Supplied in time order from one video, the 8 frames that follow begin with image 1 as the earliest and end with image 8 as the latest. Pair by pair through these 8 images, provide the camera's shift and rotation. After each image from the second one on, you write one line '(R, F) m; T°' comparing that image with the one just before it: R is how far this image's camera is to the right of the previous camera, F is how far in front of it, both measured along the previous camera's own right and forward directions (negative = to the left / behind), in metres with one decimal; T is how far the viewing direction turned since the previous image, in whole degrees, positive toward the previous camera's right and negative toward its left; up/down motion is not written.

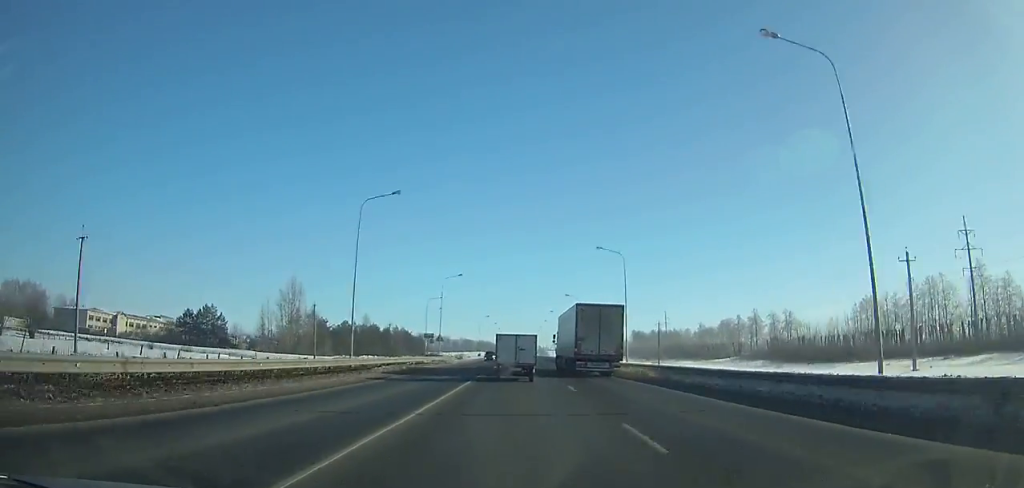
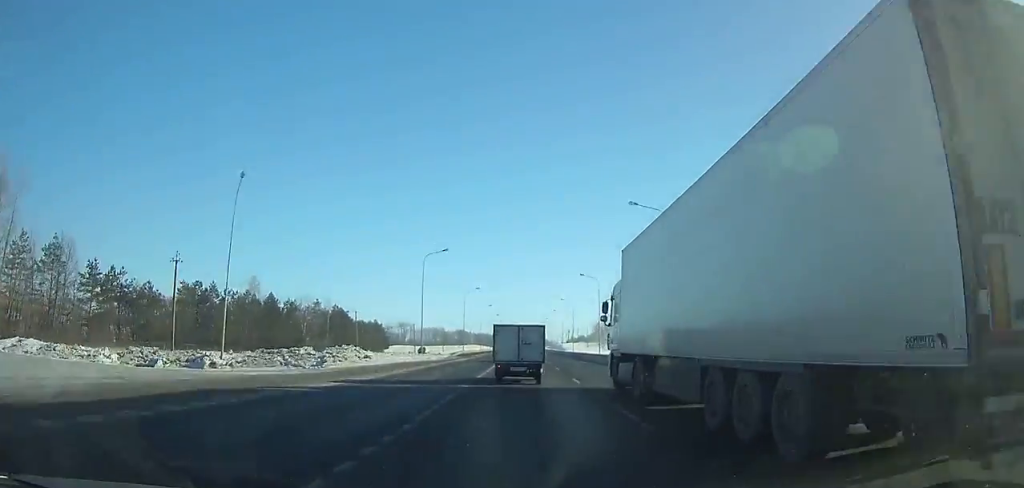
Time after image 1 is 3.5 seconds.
(+0.1, +94.2) m; 0°
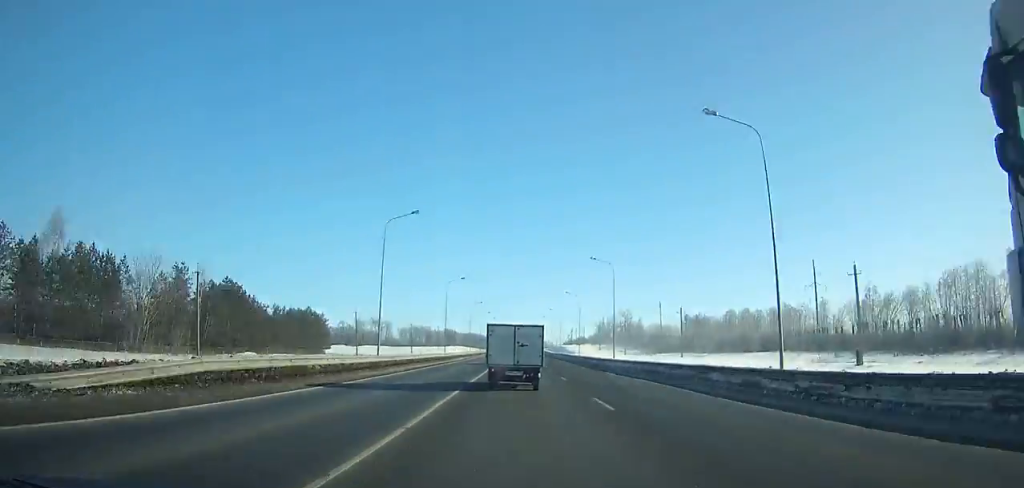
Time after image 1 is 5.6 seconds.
(+0.4, +57.3) m; 0°
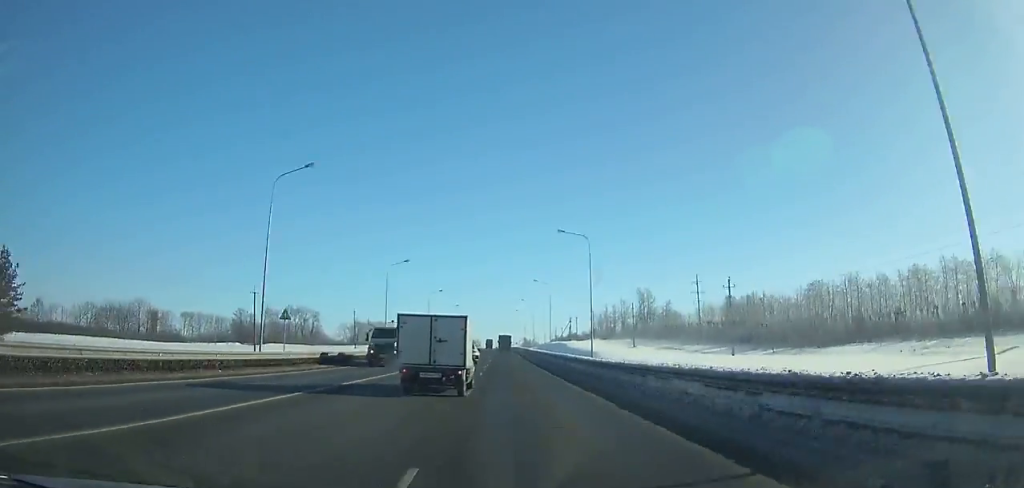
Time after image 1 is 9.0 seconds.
(+0.3, +93.0) m; -1°
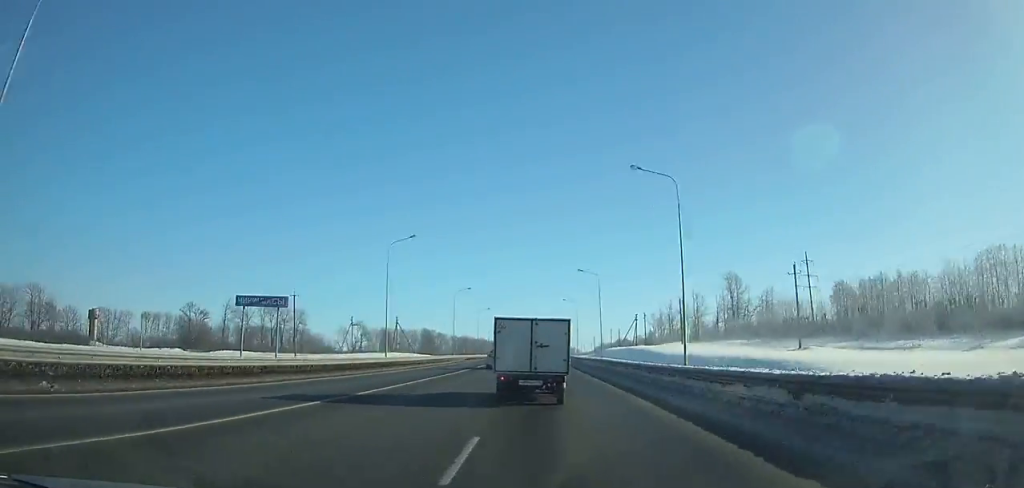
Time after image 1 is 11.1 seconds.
(-0.7, +57.1) m; -1°
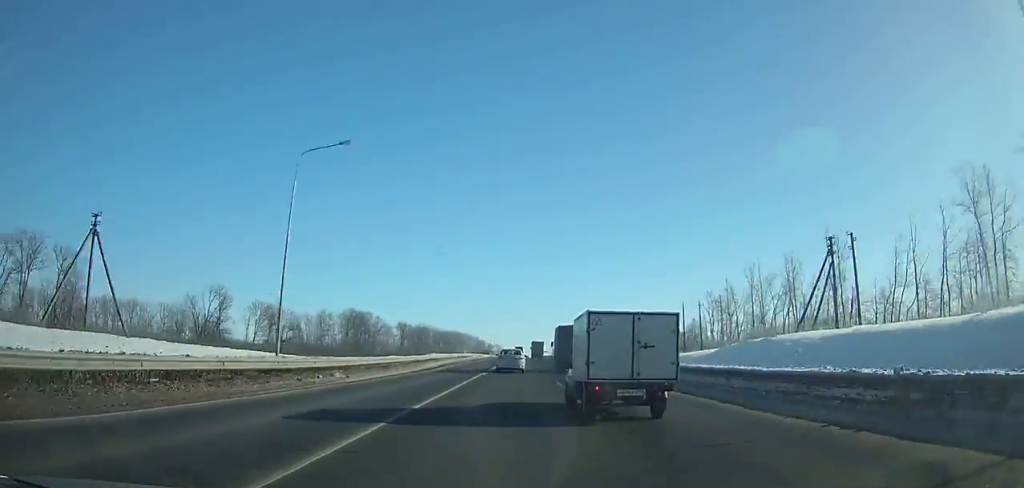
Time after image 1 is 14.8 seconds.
(-0.4, +99.6) m; 0°
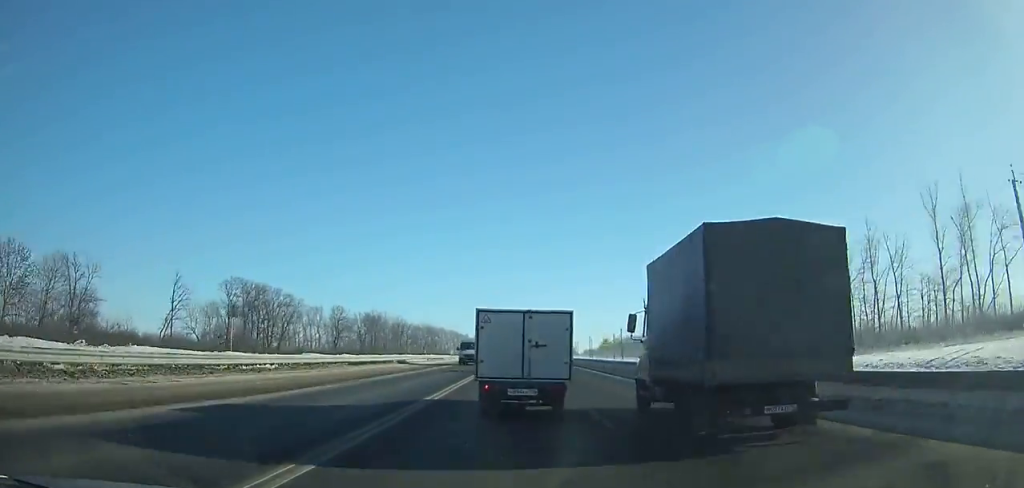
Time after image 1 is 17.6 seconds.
(+0.7, +74.3) m; +1°
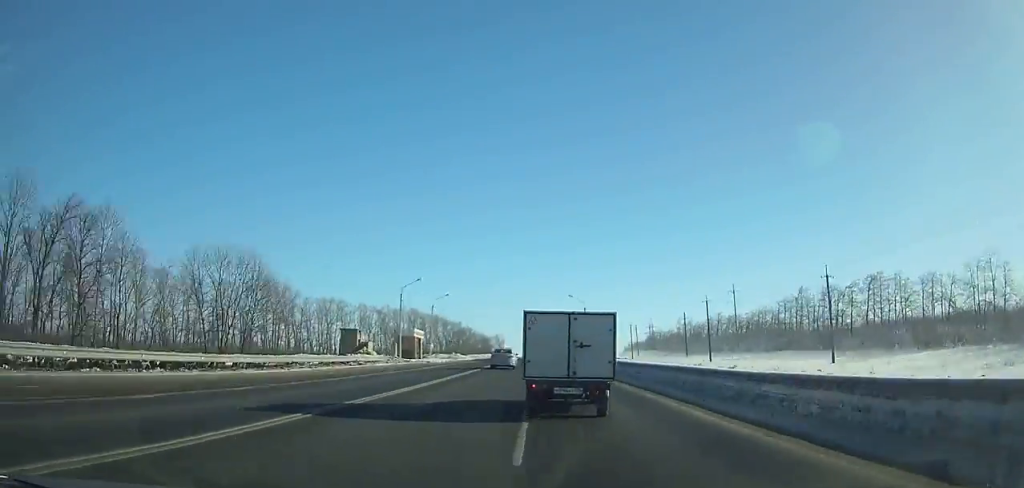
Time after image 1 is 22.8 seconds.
(-0.3, +138.7) m; -1°
